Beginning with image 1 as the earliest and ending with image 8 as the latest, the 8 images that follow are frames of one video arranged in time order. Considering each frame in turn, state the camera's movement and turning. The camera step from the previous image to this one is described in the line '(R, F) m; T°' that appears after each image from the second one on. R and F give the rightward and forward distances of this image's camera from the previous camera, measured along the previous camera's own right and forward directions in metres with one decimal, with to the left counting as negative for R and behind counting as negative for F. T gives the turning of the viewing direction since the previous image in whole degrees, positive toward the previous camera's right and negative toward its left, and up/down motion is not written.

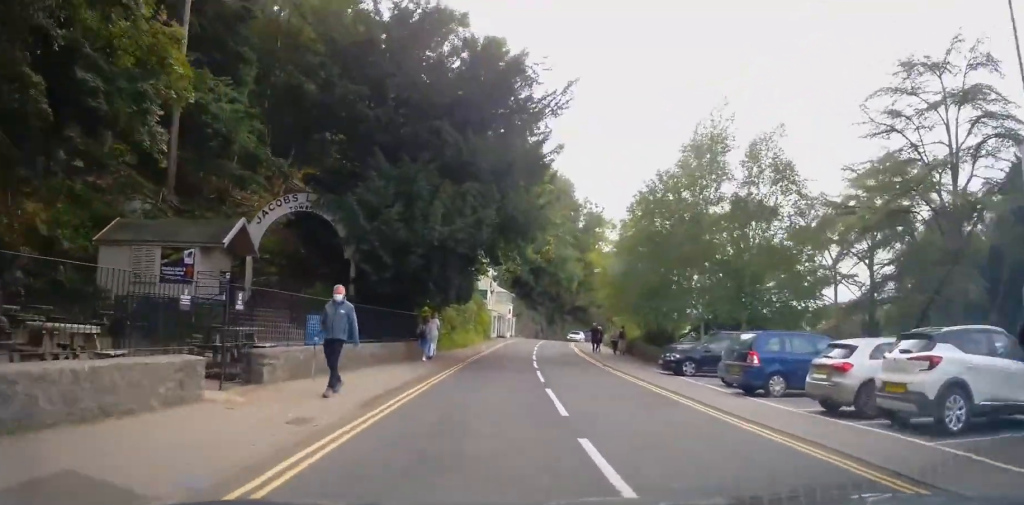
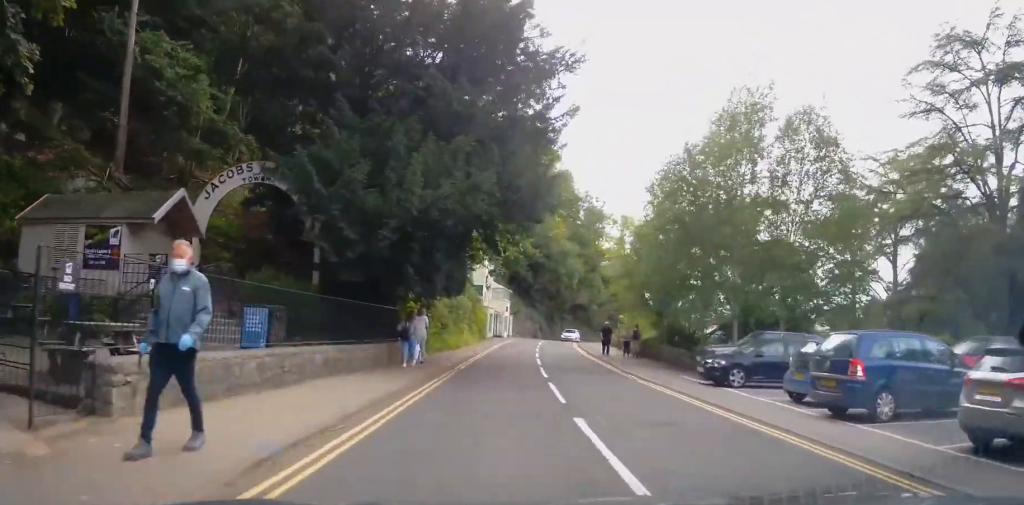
(0.0, +4.9) m; 0°
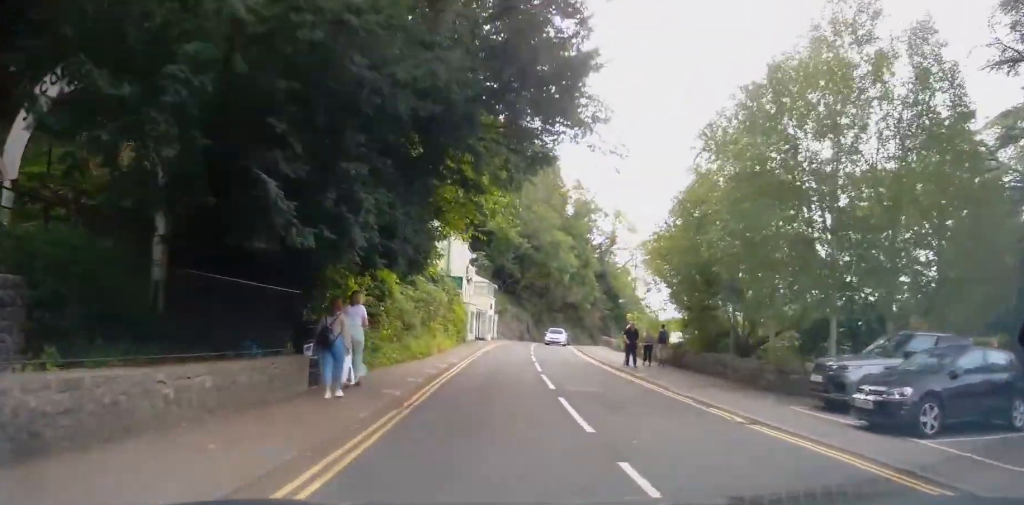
(-0.1, +9.1) m; +1°
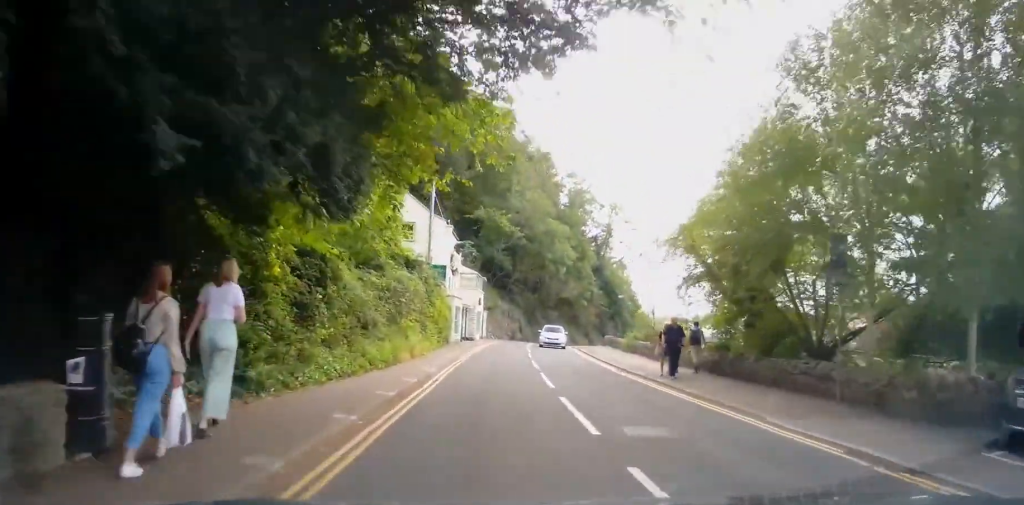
(+0.3, +6.4) m; +2°
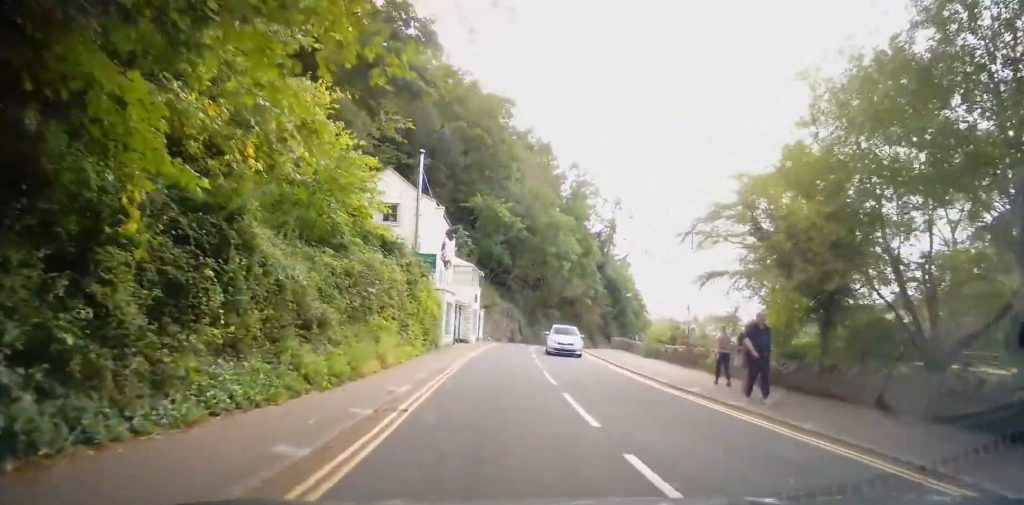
(0.0, +5.2) m; 0°
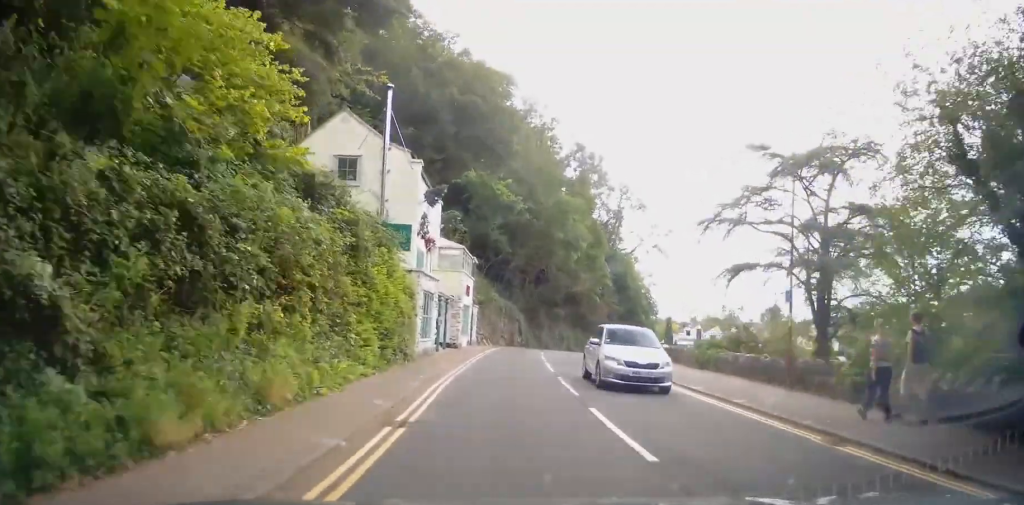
(0.0, +8.1) m; 0°
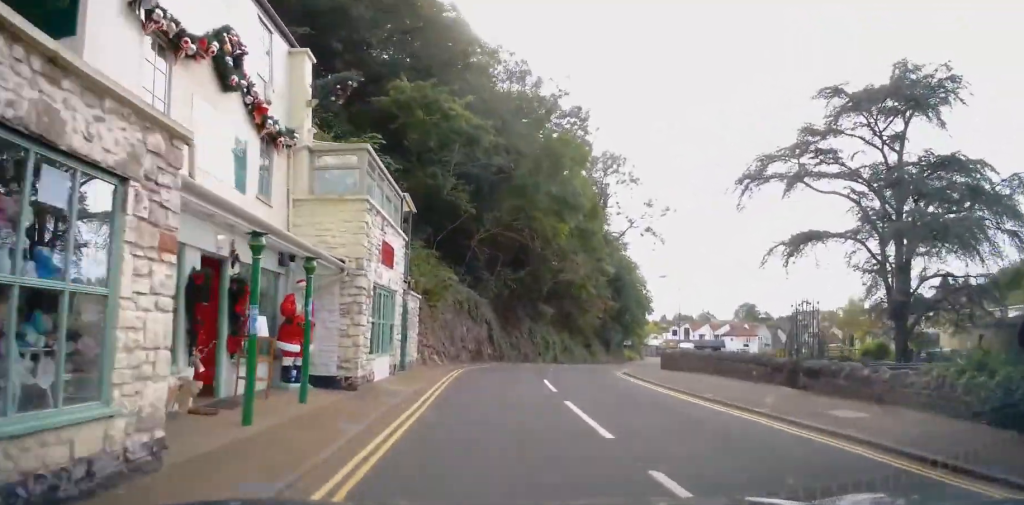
(+0.9, +16.8) m; +6°
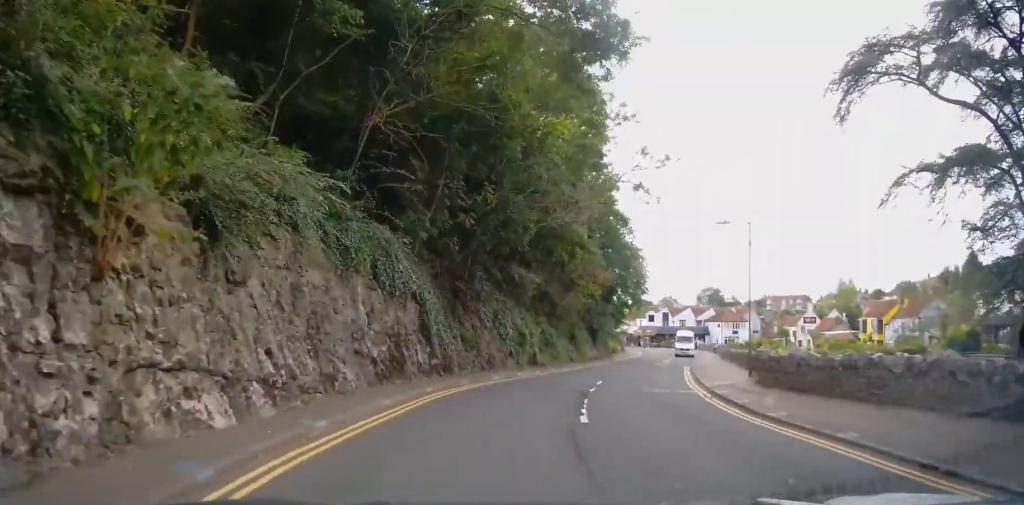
(+0.1, +17.9) m; +2°
